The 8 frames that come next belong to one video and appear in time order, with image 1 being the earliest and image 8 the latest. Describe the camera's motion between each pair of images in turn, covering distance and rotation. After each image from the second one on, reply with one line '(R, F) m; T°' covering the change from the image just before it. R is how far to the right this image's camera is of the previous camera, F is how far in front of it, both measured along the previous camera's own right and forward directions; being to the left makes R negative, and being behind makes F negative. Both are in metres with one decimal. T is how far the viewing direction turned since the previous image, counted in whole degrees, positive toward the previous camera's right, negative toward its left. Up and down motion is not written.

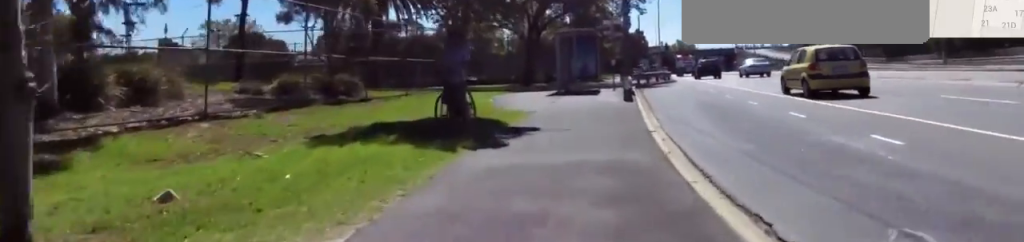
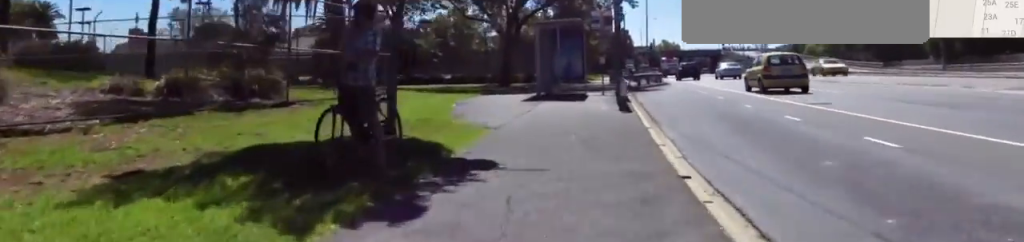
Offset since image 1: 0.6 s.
(+0.8, +4.0) m; 0°
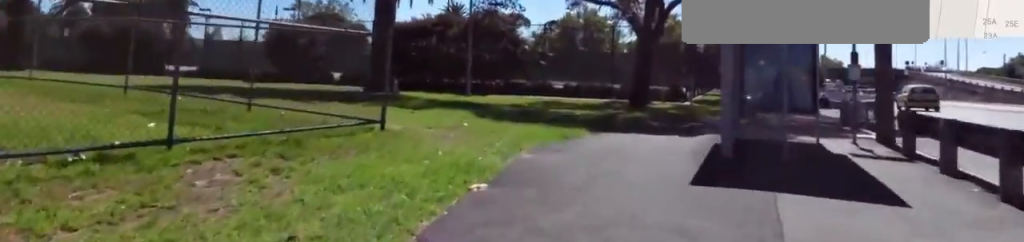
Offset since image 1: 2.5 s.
(-2.0, +11.8) m; -20°
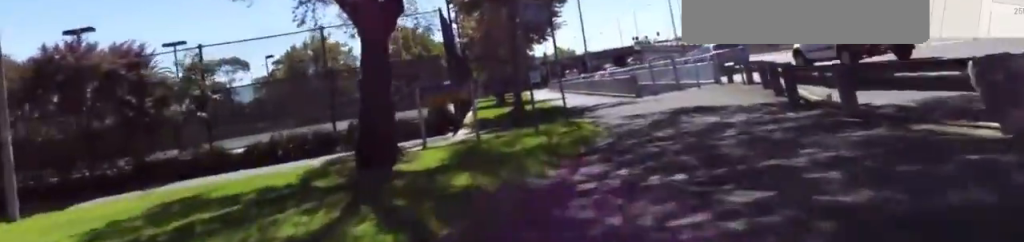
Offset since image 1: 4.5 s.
(-0.4, +12.3) m; +14°
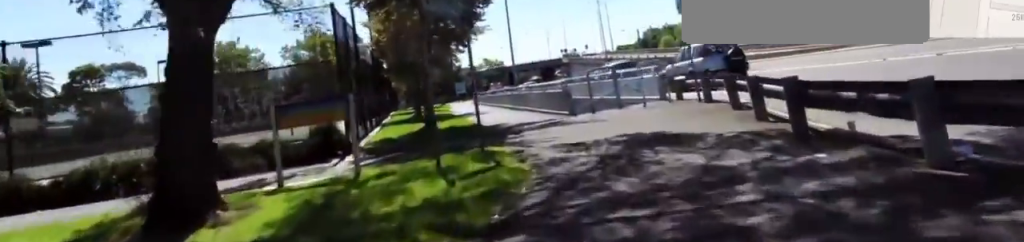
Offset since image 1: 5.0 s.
(+0.3, +3.3) m; +9°
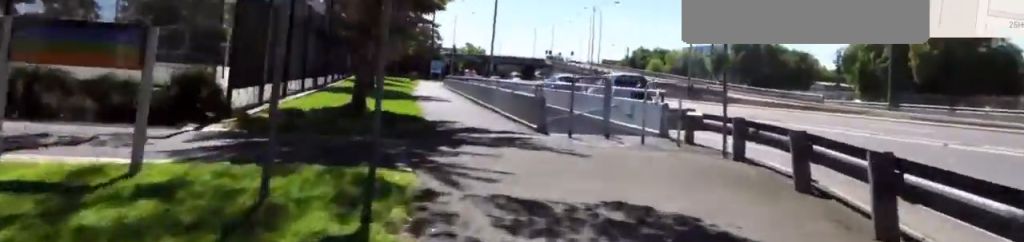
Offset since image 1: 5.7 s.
(+0.6, +4.2) m; +7°
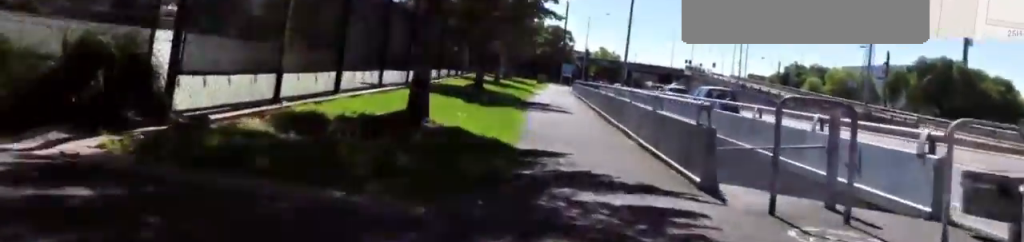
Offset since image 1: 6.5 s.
(+0.1, +5.2) m; -7°
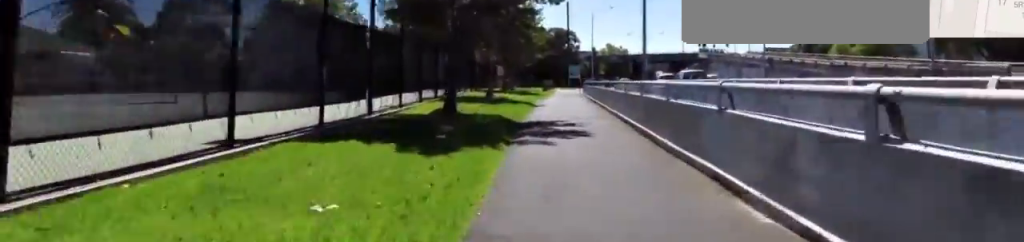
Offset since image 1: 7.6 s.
(-1.0, +7.4) m; -3°
